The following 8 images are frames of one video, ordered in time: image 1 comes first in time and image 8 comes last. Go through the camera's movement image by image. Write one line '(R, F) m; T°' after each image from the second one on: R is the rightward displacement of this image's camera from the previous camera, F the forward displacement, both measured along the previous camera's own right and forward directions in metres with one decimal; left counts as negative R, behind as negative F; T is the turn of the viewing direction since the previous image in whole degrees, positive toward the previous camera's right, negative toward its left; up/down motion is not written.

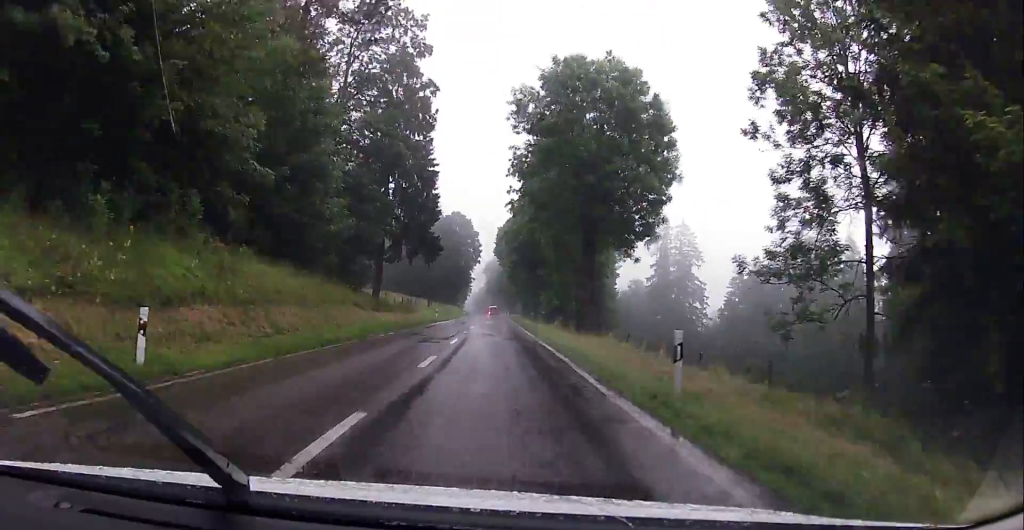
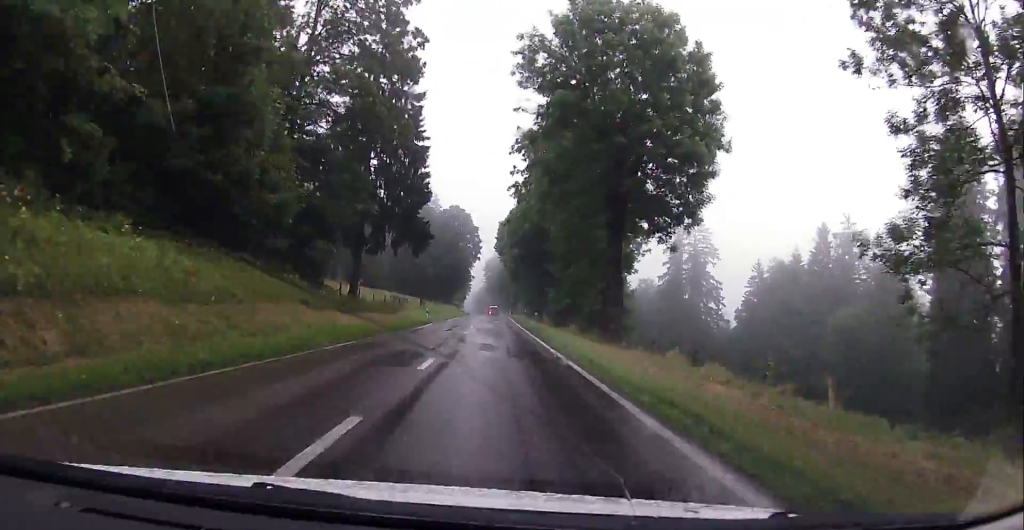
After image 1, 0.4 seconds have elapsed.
(-0.2, +9.4) m; 0°
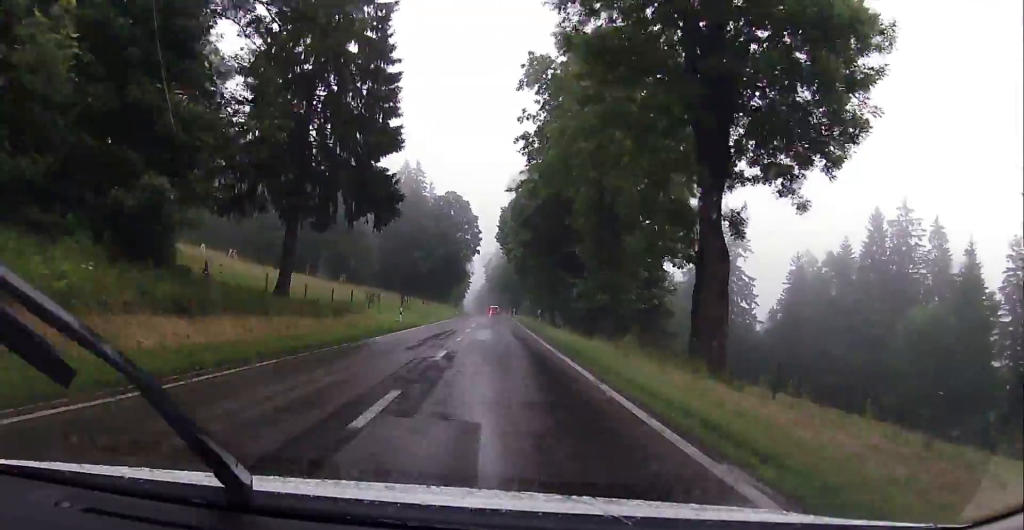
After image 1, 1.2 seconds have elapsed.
(-0.1, +15.9) m; 0°
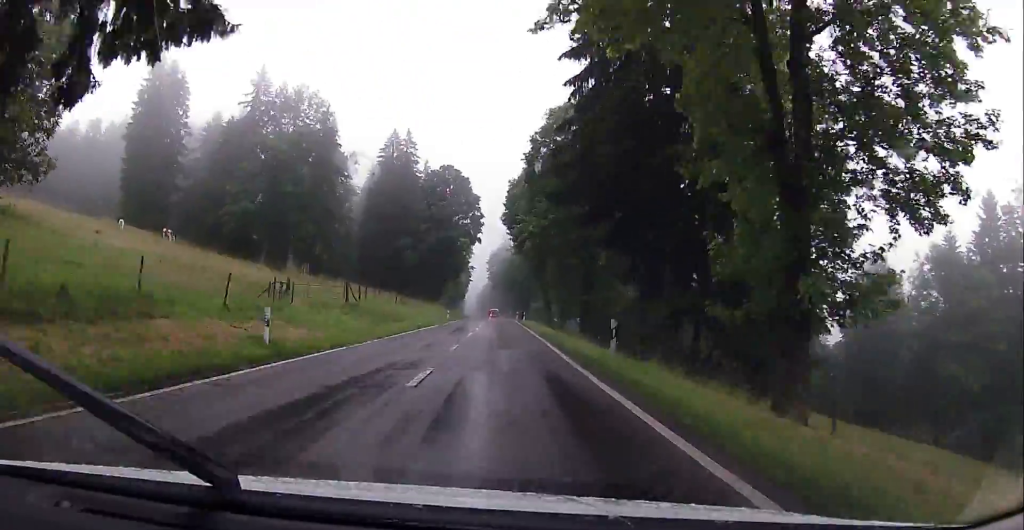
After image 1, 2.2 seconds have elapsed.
(+0.3, +23.2) m; 0°
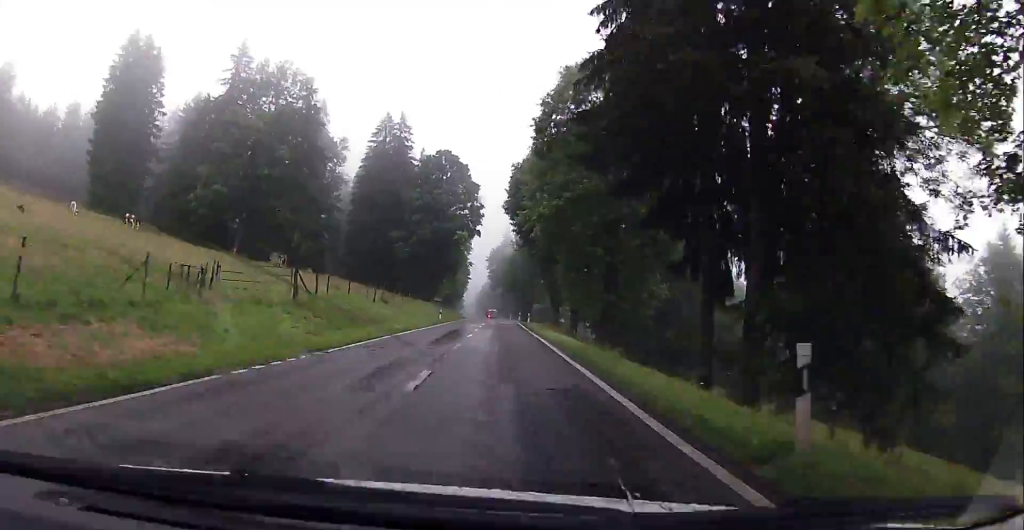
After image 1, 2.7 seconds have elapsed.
(-0.2, +9.4) m; 0°
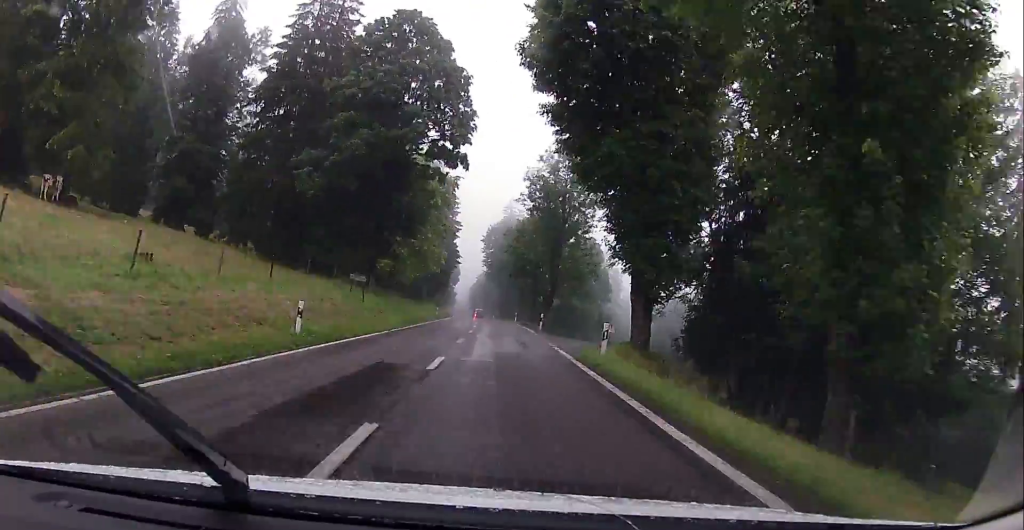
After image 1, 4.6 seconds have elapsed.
(0.0, +42.0) m; 0°
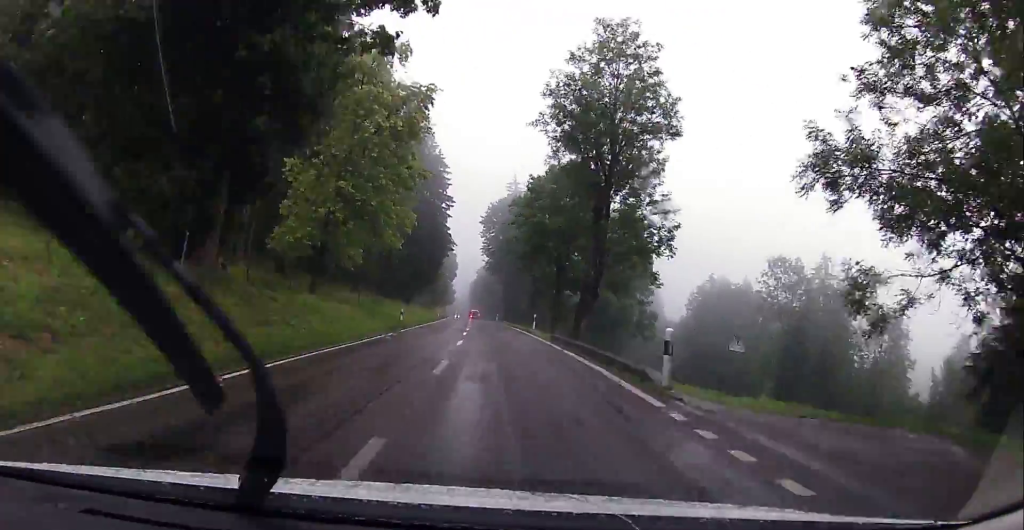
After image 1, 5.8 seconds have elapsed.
(+0.2, +27.0) m; 0°
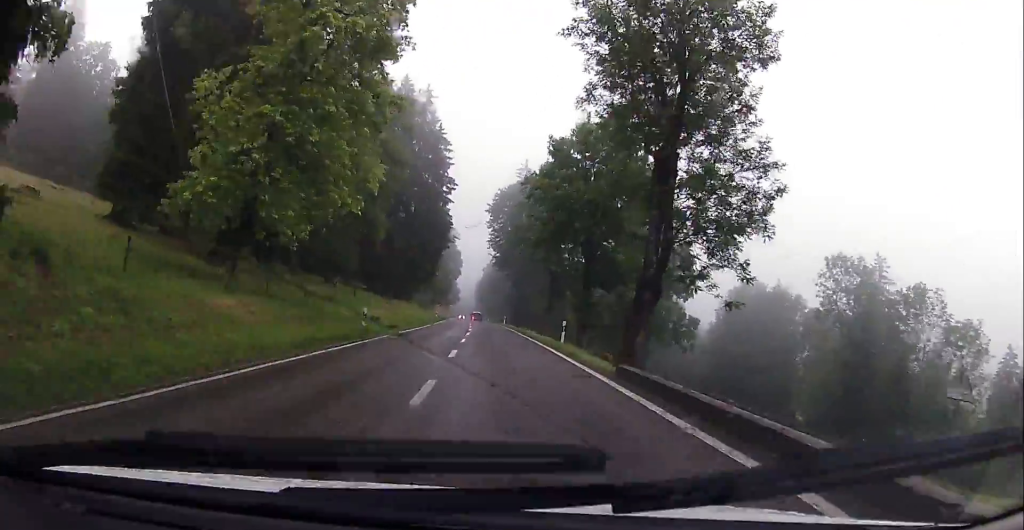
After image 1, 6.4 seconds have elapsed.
(-0.1, +13.2) m; 0°
